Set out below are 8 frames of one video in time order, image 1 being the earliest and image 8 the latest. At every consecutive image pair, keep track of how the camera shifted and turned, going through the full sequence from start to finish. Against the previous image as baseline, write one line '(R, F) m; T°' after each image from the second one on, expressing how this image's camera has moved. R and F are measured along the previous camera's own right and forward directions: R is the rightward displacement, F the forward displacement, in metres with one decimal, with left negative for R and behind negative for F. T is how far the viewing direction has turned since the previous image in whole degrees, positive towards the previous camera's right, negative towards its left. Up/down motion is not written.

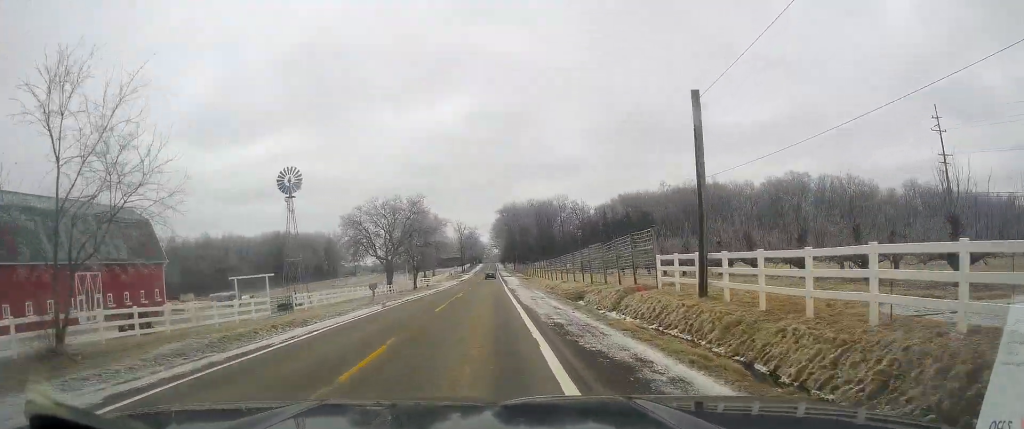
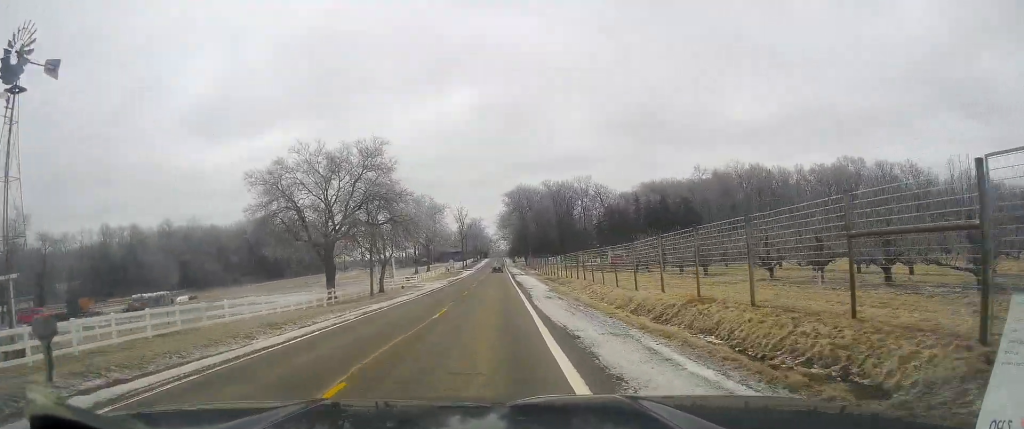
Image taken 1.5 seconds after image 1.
(-0.6, +32.6) m; -1°
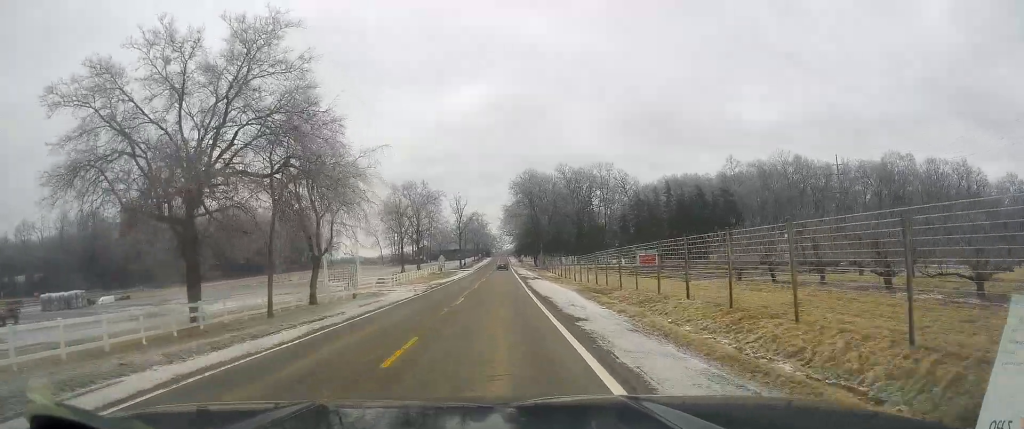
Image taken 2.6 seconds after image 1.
(+0.5, +24.5) m; 0°
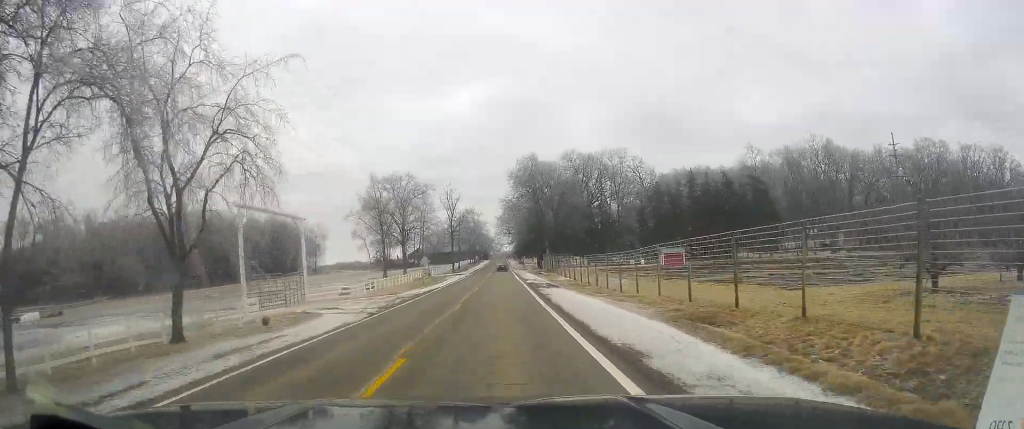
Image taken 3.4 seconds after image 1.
(-0.4, +17.5) m; -1°
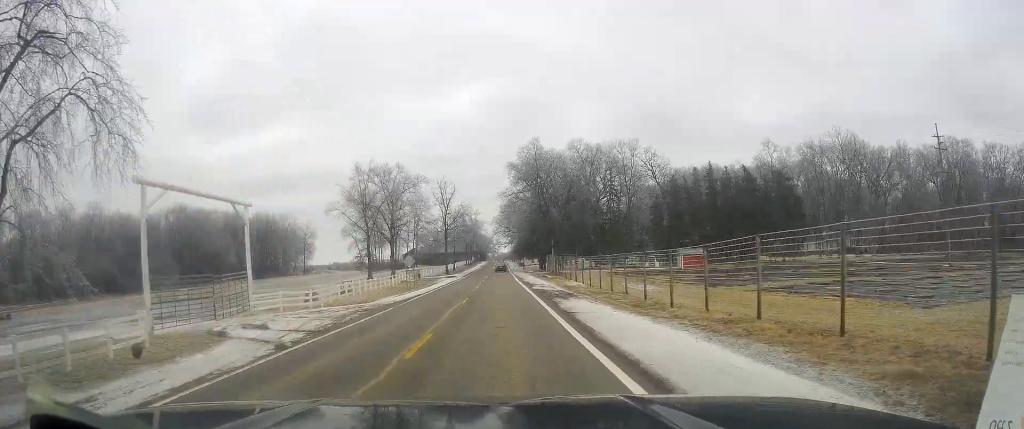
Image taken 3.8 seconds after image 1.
(0.0, +10.9) m; 0°
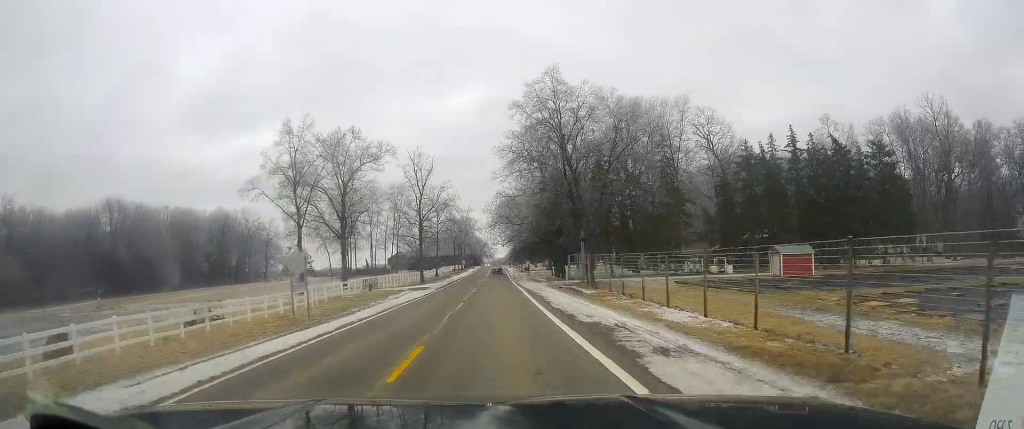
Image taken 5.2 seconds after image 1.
(0.0, +31.5) m; 0°
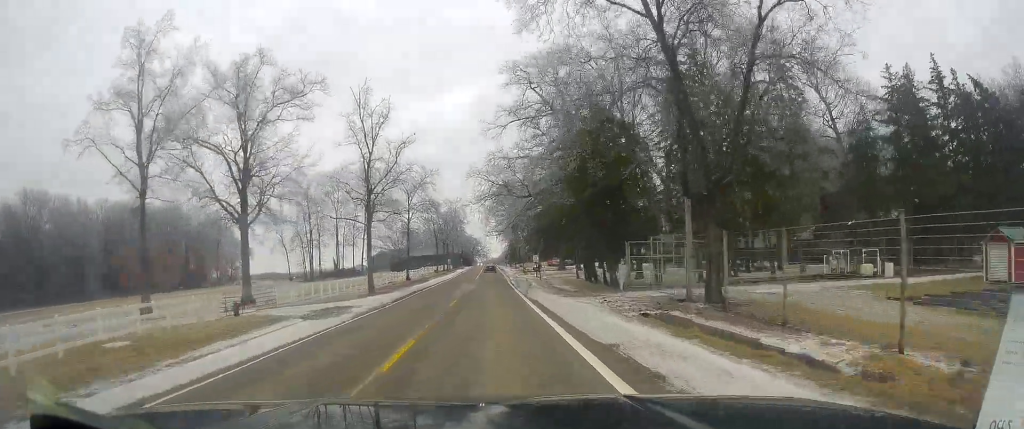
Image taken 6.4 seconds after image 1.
(0.0, +28.8) m; +1°
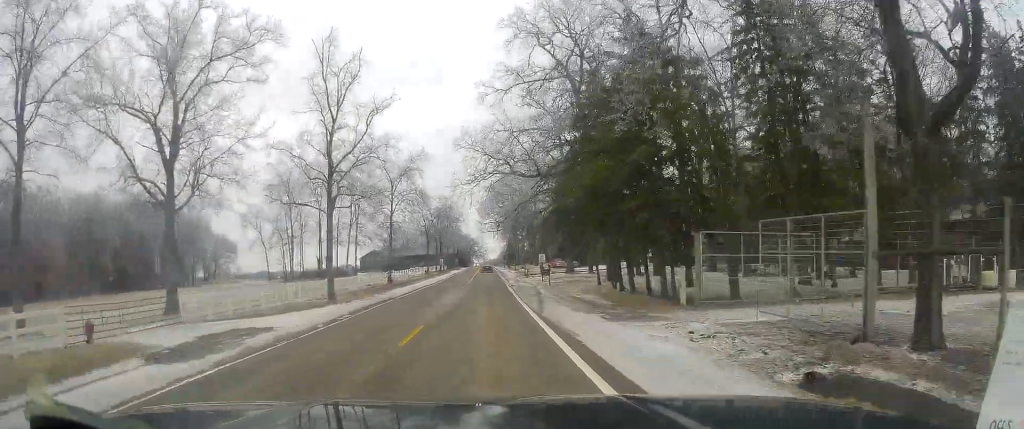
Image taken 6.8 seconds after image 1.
(+0.2, +11.5) m; +1°
